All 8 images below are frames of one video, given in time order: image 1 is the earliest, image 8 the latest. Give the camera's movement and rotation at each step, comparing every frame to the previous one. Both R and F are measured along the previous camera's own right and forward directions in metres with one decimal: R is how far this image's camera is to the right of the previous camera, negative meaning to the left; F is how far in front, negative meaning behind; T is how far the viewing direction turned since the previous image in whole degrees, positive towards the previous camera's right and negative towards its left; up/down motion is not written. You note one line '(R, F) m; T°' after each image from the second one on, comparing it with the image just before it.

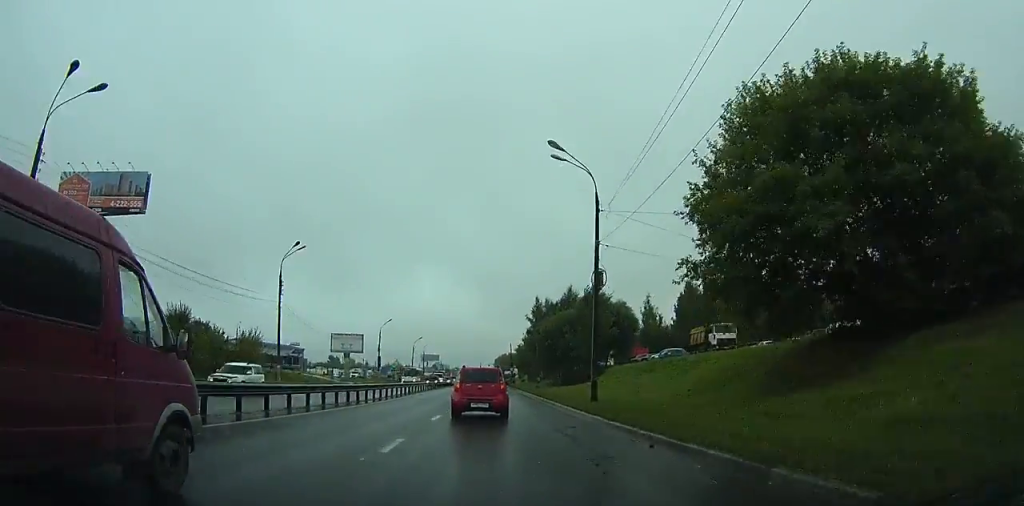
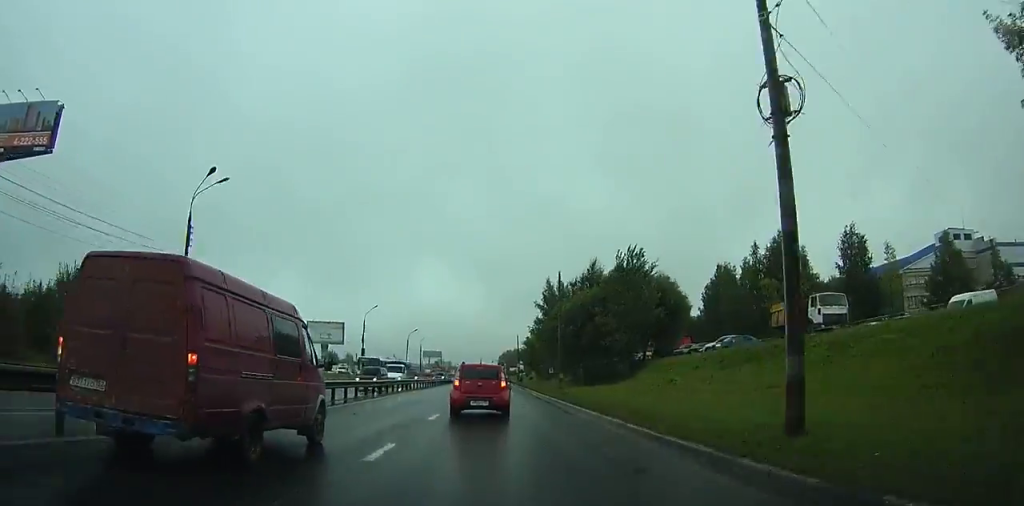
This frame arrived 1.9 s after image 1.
(0.0, +18.4) m; 0°
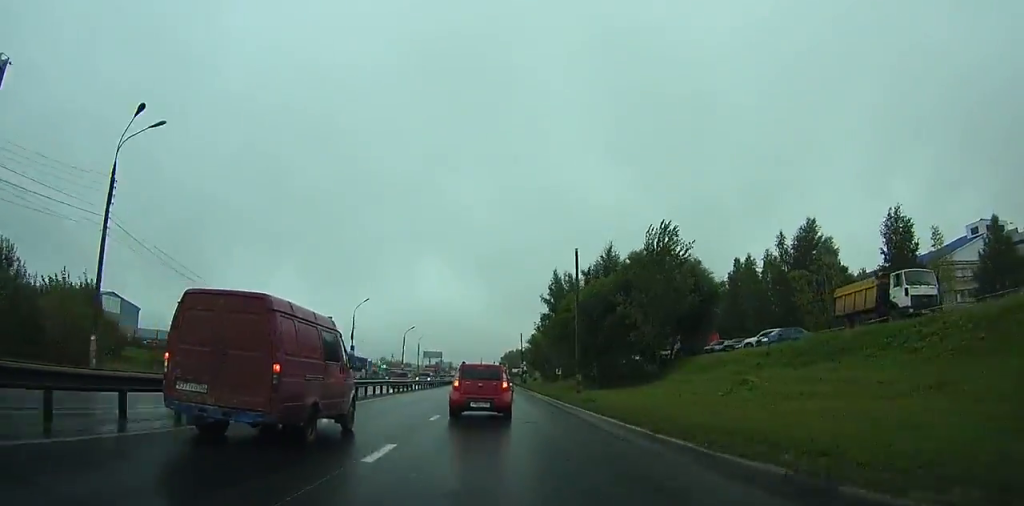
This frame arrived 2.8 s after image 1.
(0.0, +8.9) m; 0°
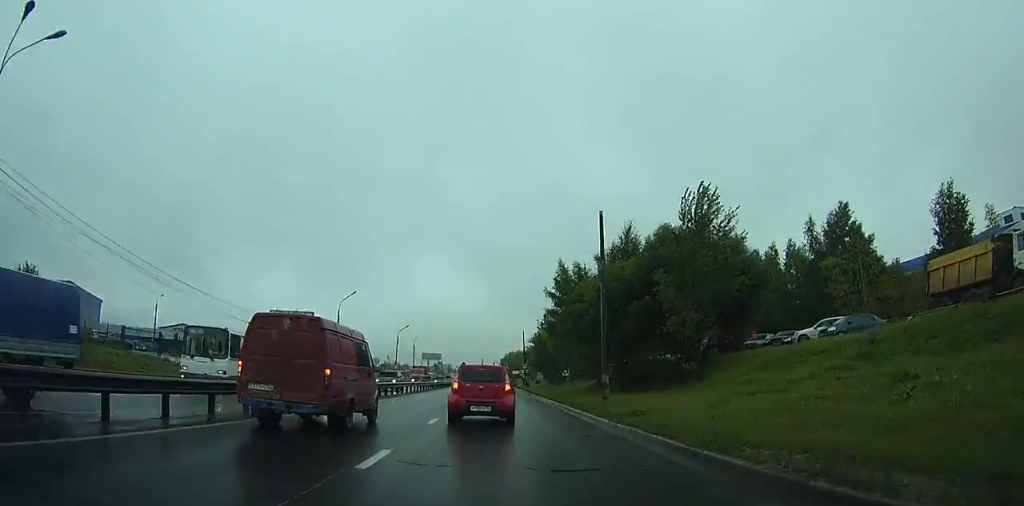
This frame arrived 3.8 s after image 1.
(0.0, +8.9) m; 0°
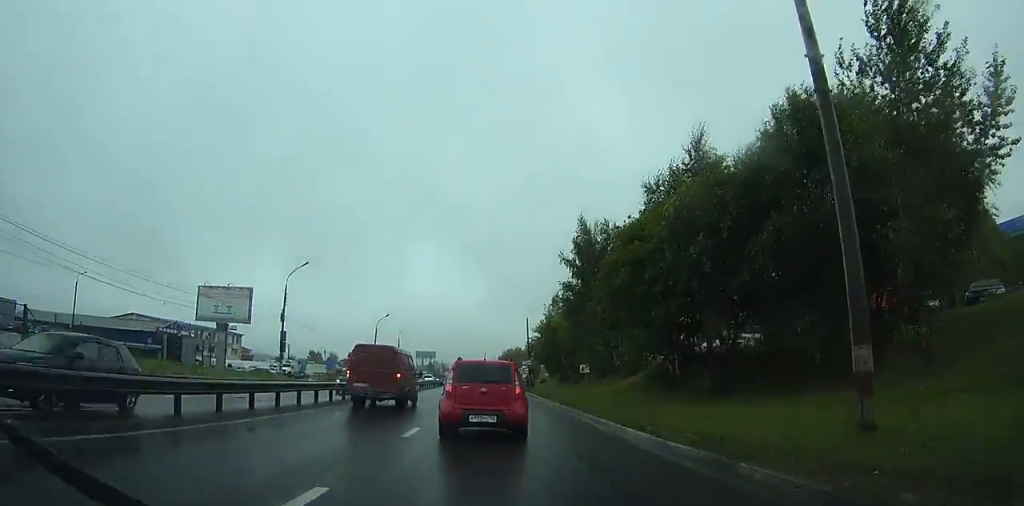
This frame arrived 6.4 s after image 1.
(-0.1, +21.3) m; 0°
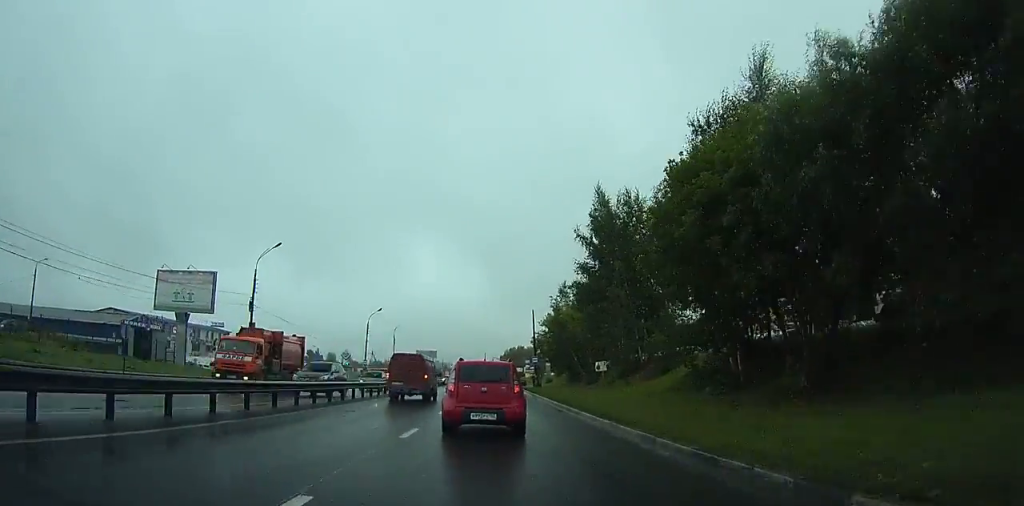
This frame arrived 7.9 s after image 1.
(+0.1, +10.4) m; 0°
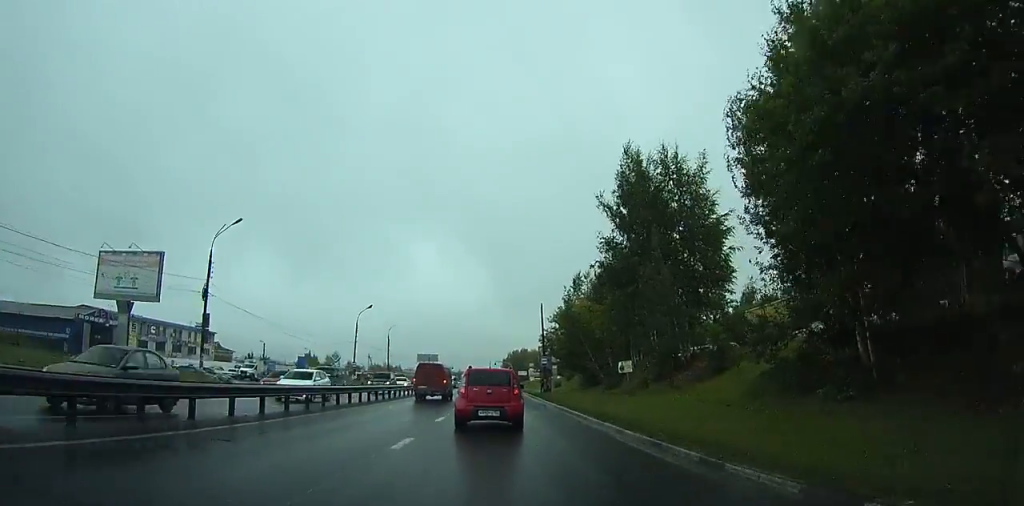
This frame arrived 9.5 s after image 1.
(0.0, +10.7) m; 0°
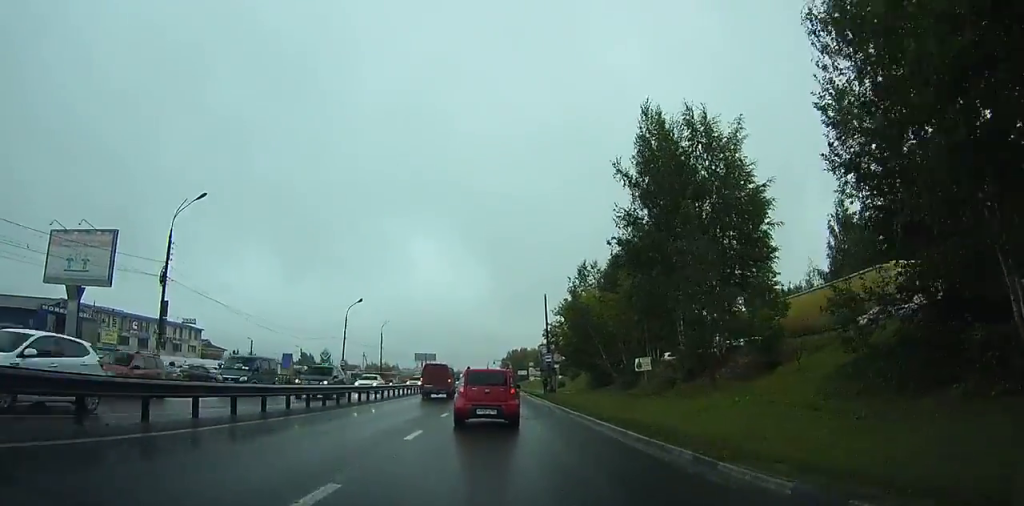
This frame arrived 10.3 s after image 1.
(0.0, +5.6) m; 0°
